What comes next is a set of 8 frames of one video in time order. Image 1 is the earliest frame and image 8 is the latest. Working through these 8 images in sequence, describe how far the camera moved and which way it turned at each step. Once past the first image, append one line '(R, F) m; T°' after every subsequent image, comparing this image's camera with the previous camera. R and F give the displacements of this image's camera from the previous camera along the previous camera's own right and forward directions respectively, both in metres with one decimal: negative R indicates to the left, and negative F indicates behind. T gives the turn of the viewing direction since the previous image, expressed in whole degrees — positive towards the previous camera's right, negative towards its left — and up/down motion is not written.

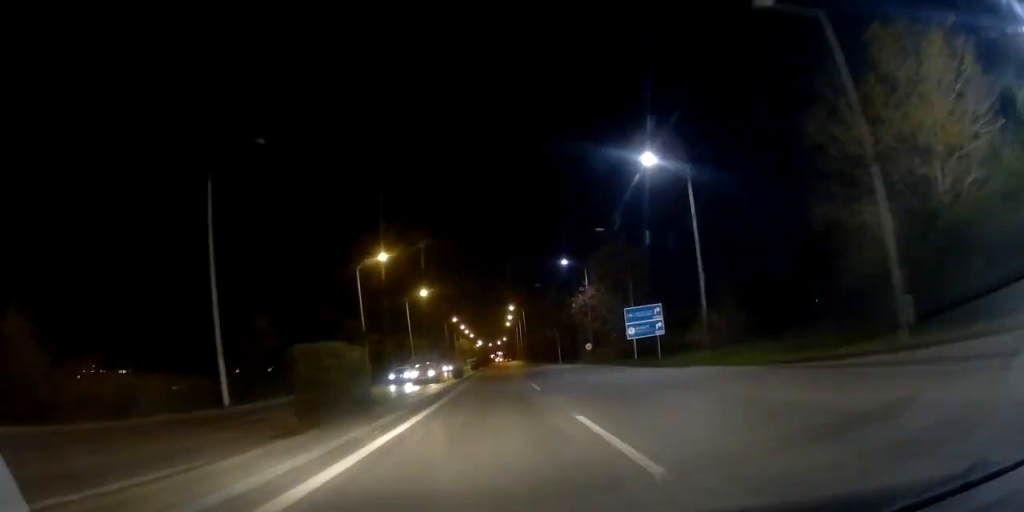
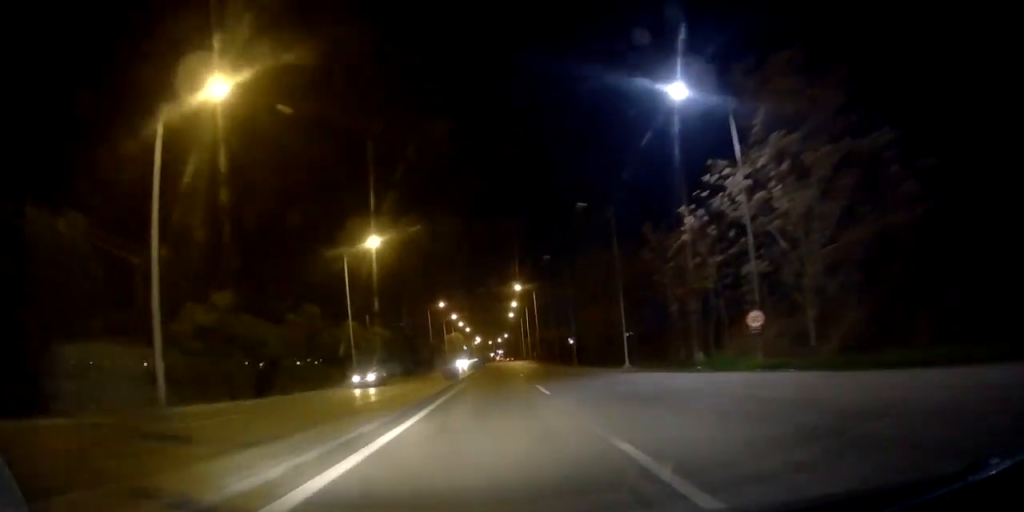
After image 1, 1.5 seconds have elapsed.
(0.0, +37.1) m; -1°
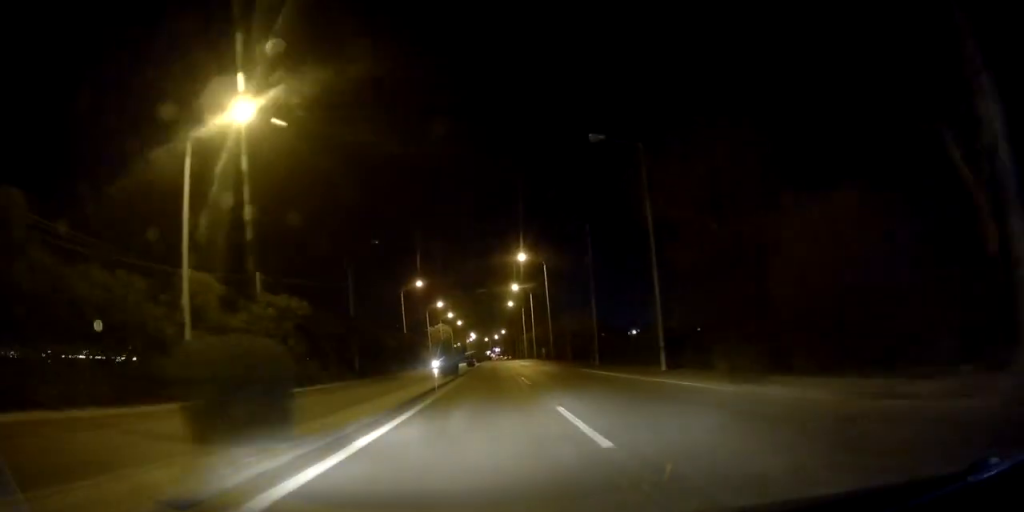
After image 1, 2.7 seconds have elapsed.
(0.0, +28.3) m; +1°
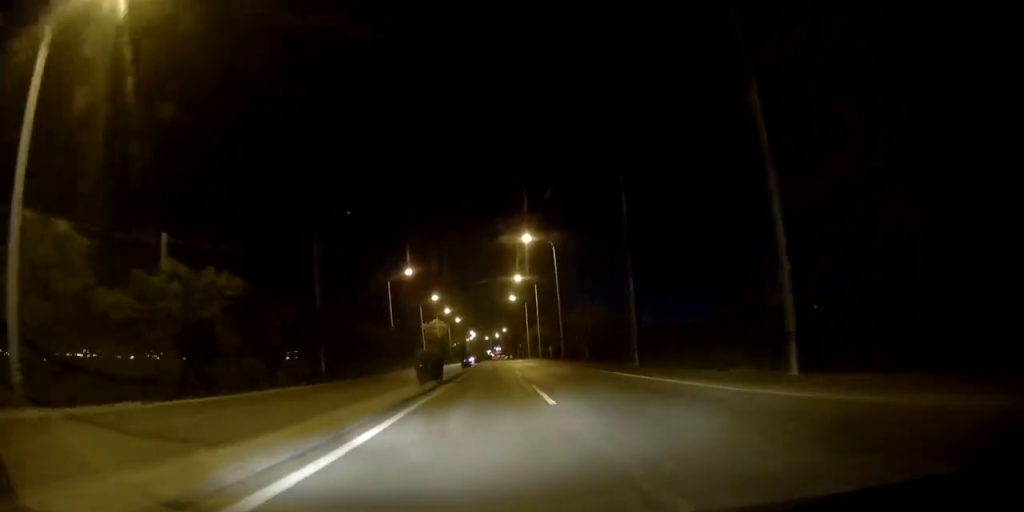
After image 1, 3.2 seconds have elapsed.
(+0.2, +10.7) m; 0°
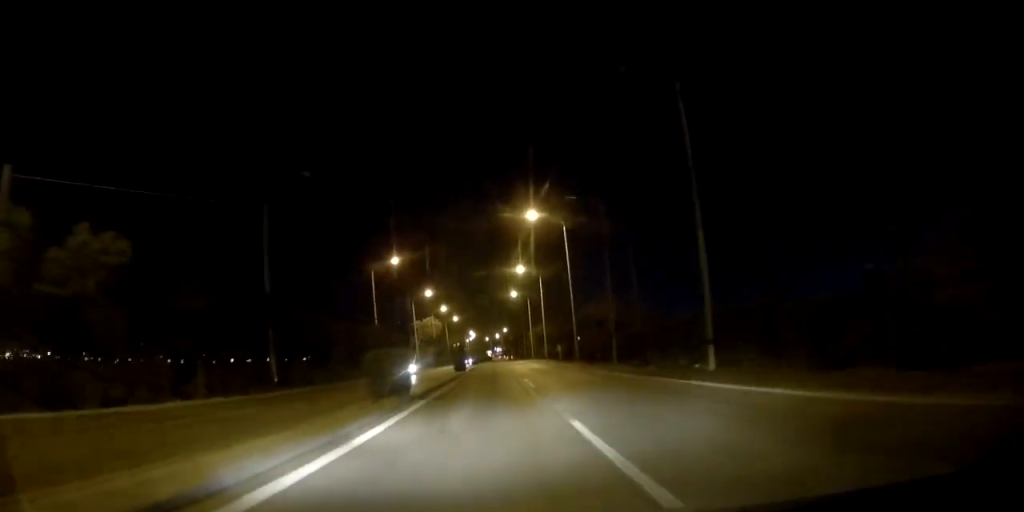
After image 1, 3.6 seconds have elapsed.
(+0.2, +9.9) m; 0°
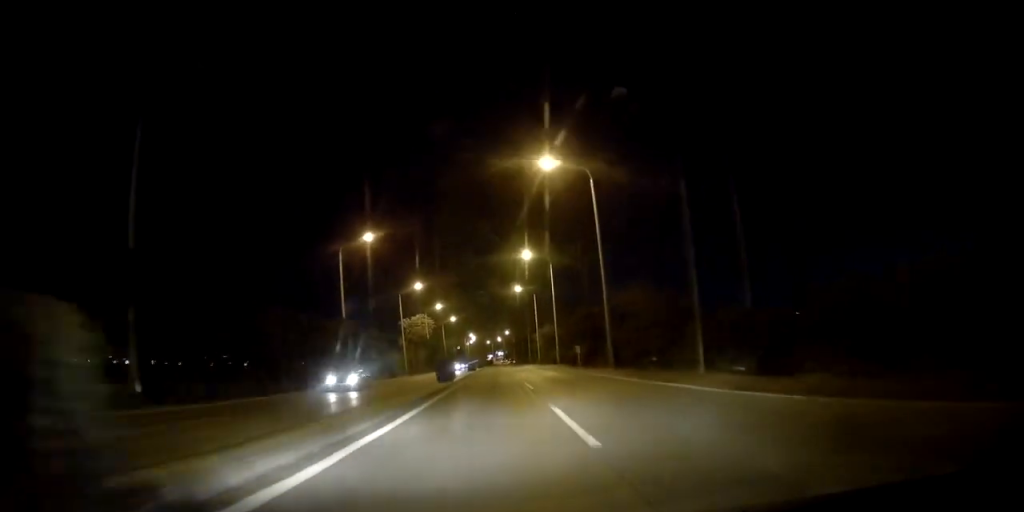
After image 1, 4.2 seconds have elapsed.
(-0.2, +14.5) m; 0°
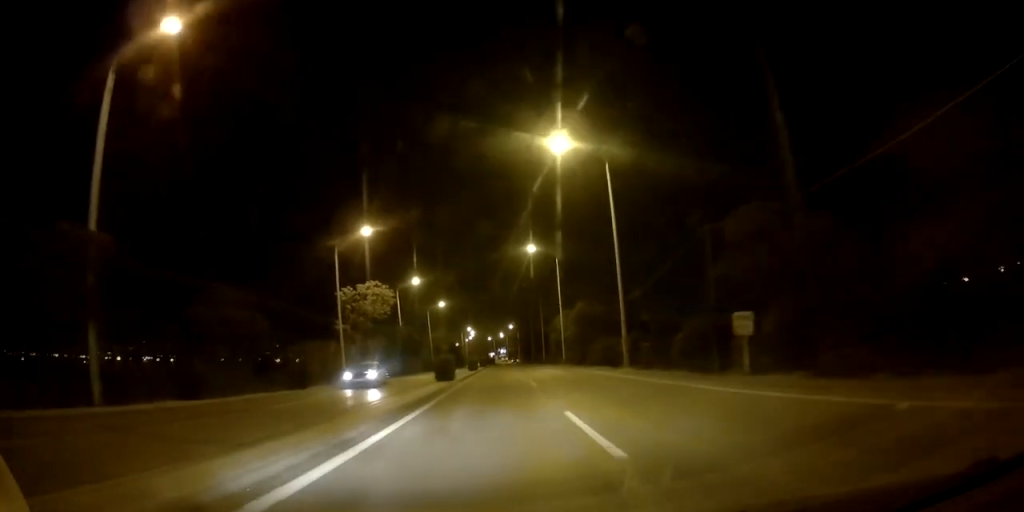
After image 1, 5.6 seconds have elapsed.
(-0.1, +34.4) m; 0°
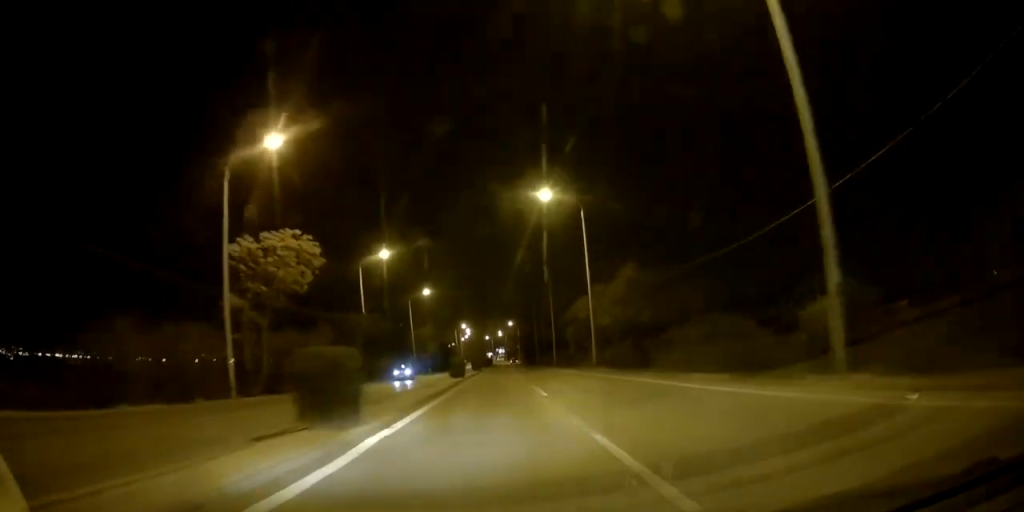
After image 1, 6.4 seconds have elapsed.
(+0.1, +20.5) m; 0°
